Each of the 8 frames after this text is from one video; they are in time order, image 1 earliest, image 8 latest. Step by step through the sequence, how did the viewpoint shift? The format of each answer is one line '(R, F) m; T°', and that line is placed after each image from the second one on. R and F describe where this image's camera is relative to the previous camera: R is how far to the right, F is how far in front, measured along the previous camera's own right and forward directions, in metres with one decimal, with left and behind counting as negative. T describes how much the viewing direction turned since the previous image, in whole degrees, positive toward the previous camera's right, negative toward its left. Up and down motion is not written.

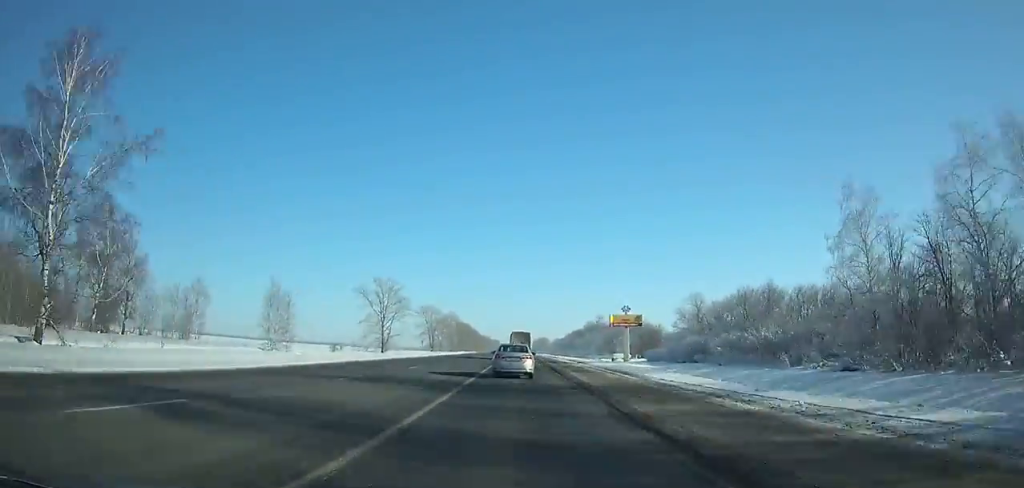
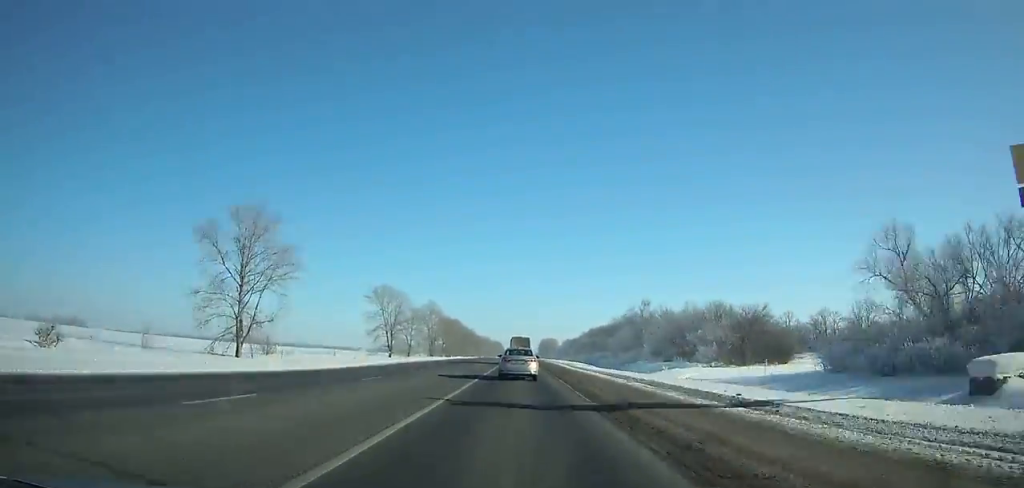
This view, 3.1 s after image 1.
(-0.3, +69.7) m; 0°
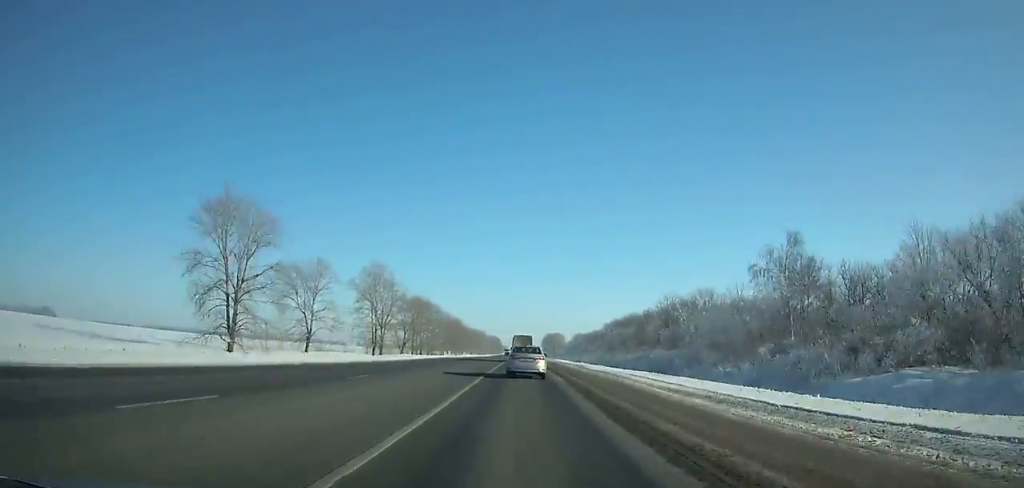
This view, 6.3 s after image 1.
(-0.1, +72.6) m; 0°
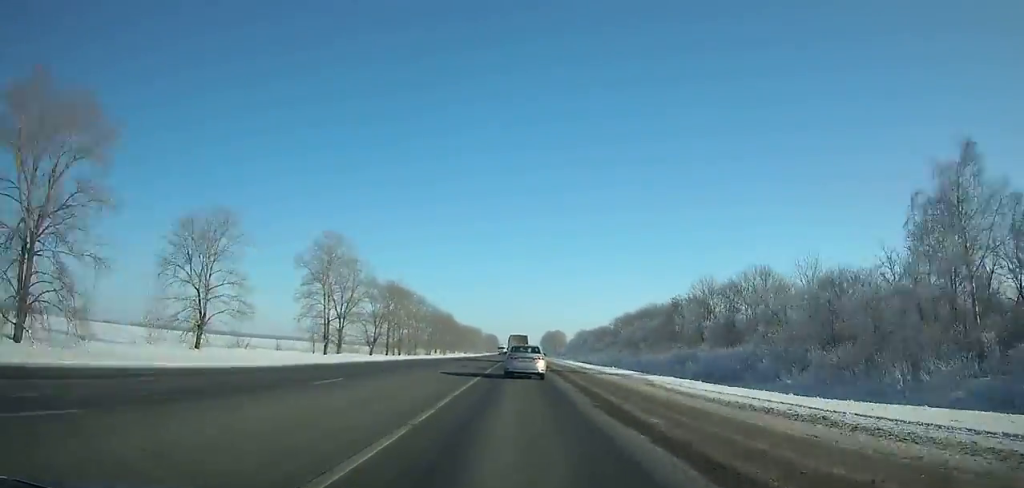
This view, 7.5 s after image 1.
(0.0, +27.4) m; 0°
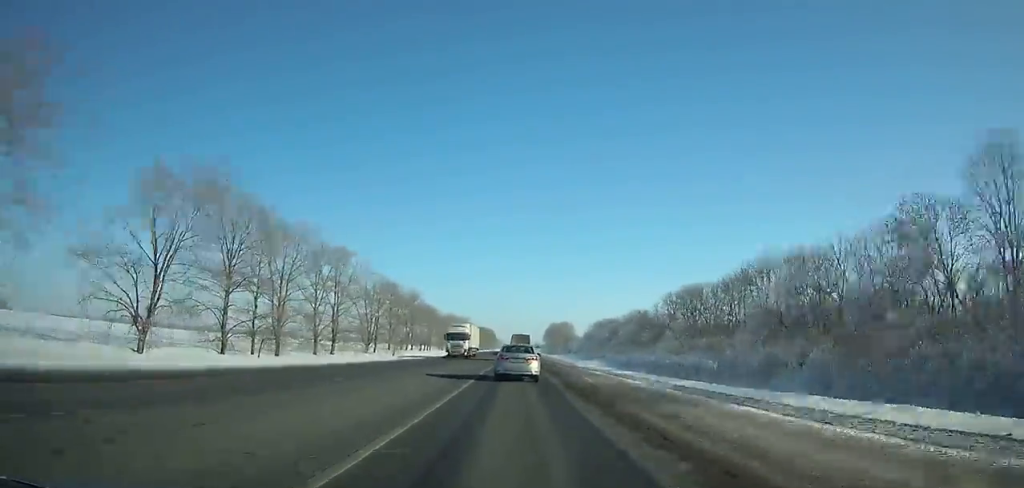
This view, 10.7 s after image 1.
(+0.2, +73.2) m; 0°
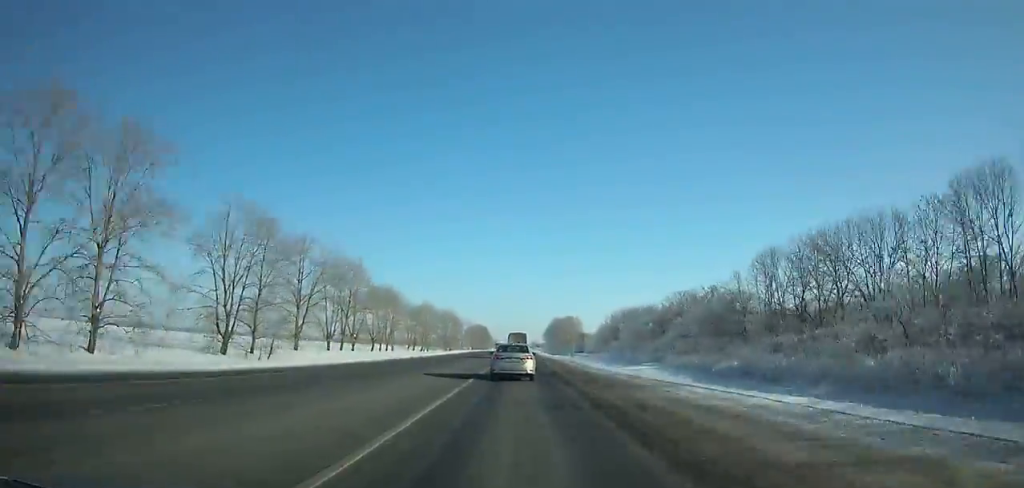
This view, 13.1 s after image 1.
(0.0, +55.2) m; 0°
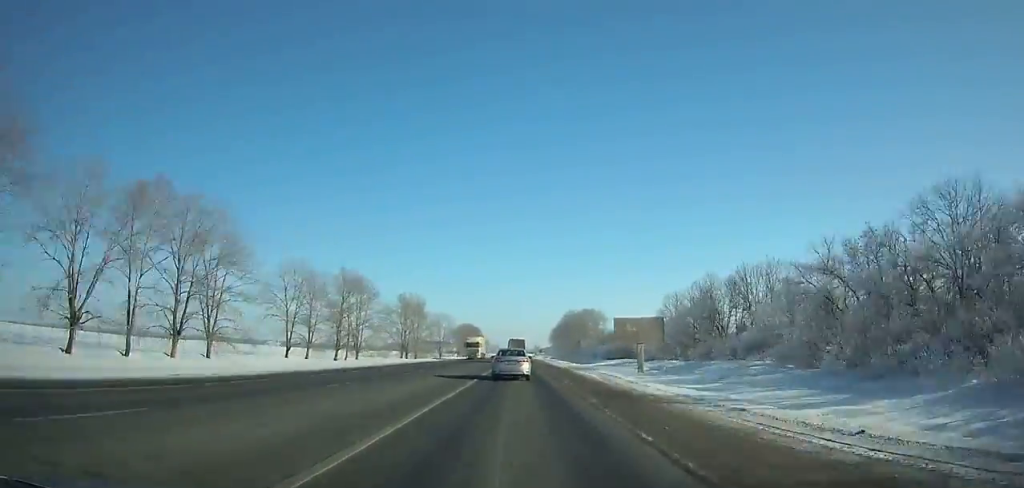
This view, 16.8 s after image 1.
(0.0, +86.1) m; 0°
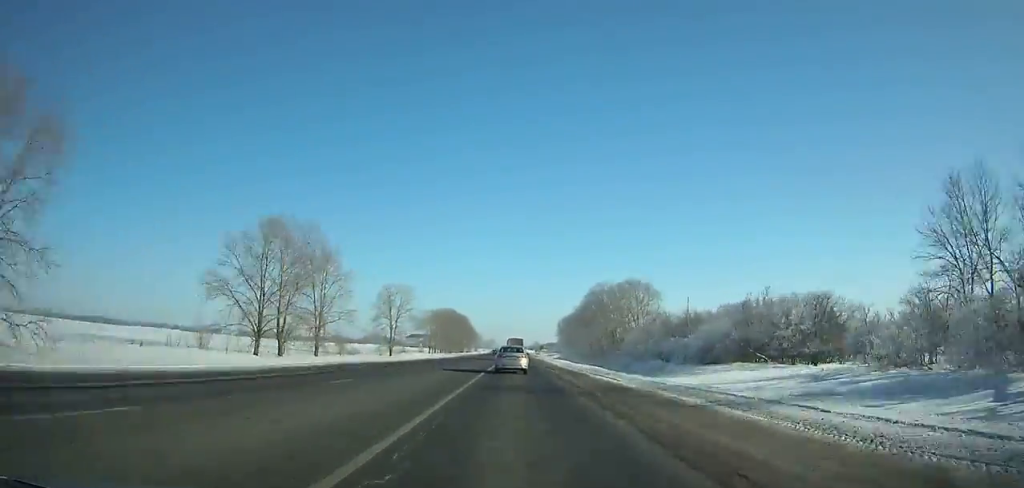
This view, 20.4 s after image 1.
(-0.1, +85.3) m; 0°
